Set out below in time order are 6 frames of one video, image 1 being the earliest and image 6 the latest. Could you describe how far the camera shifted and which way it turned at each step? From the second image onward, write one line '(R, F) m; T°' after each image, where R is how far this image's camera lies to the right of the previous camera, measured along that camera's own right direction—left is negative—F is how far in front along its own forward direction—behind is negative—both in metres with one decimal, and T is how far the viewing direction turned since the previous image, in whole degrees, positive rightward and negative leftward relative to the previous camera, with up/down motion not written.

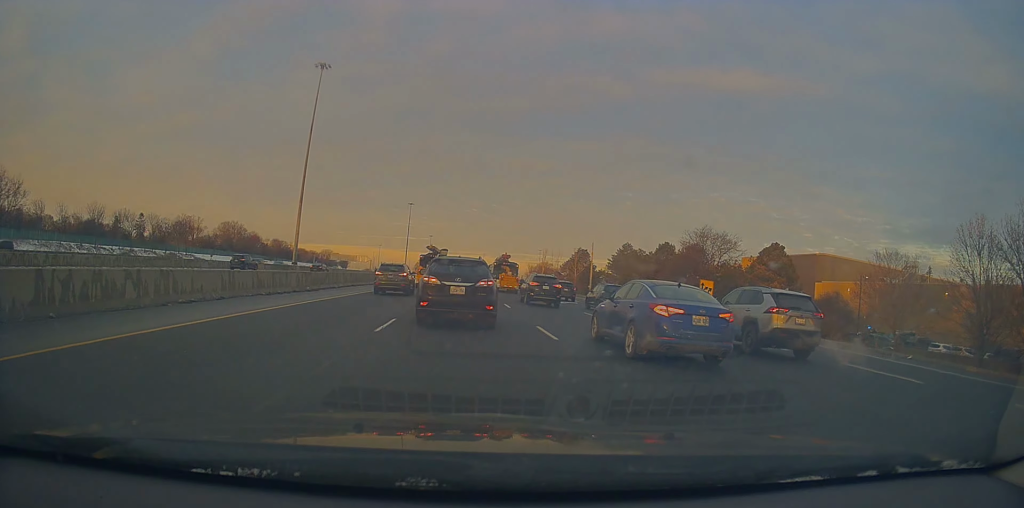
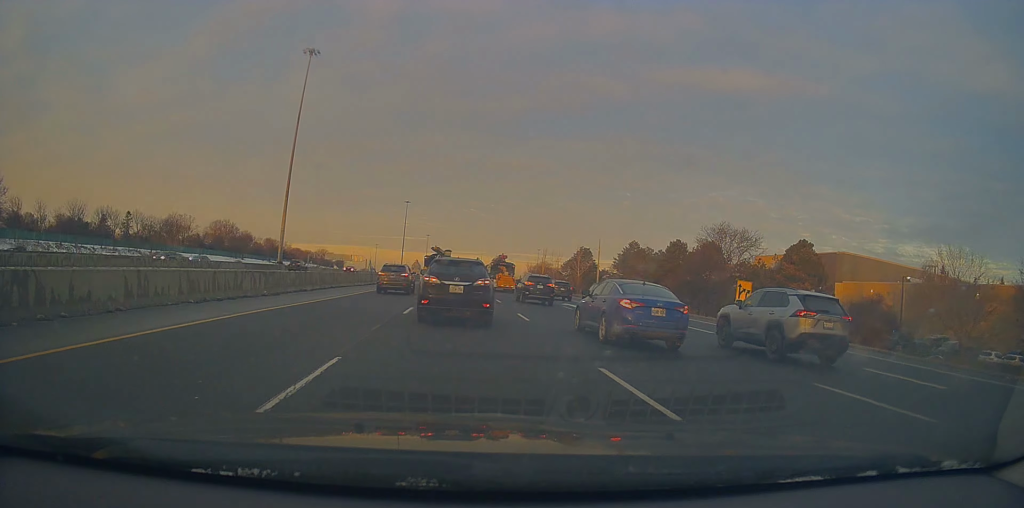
(+0.1, +6.4) m; -3°
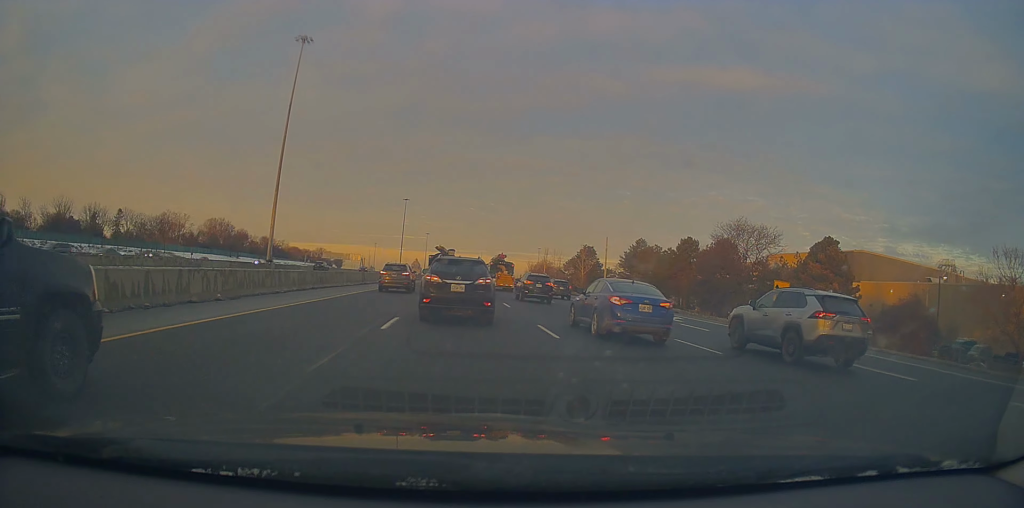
(-0.2, +4.6) m; 0°
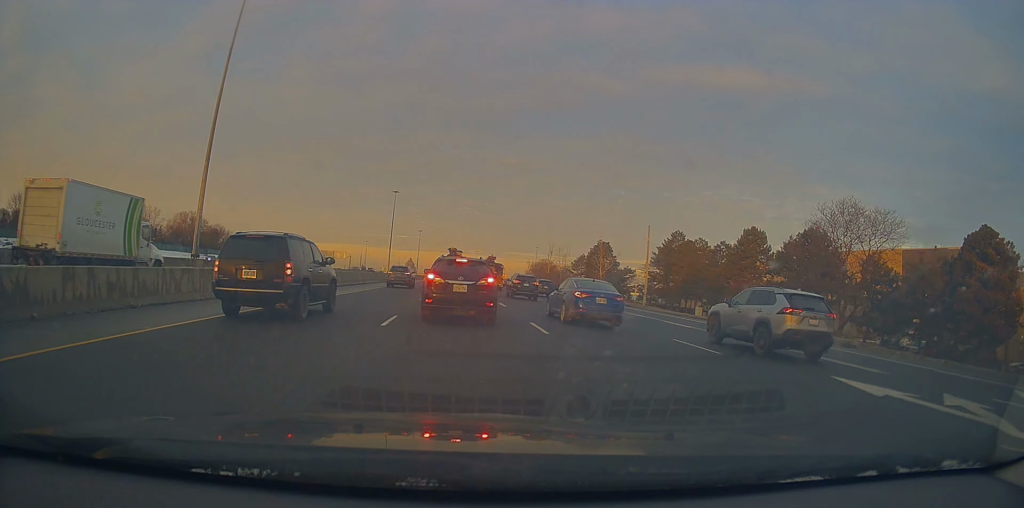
(+0.2, +23.2) m; 0°
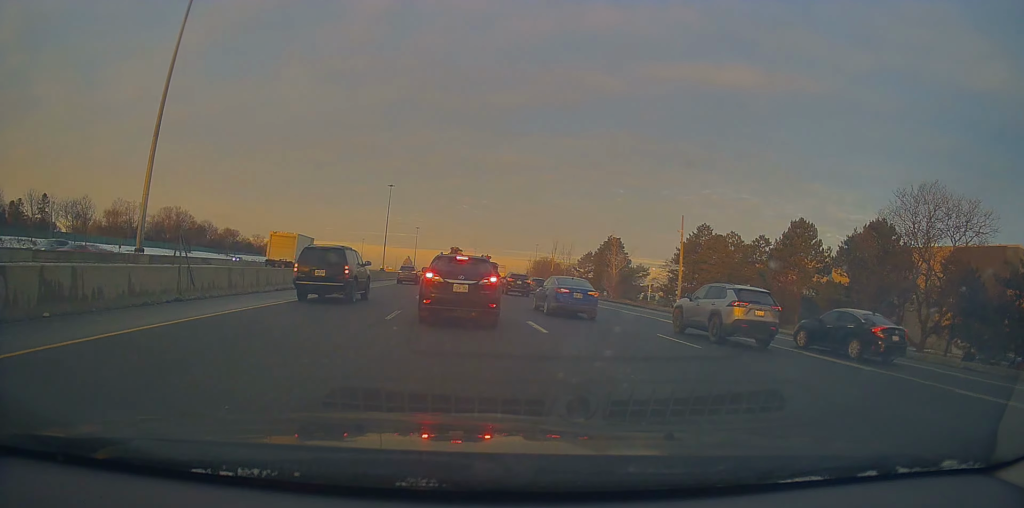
(-0.2, +11.7) m; +1°
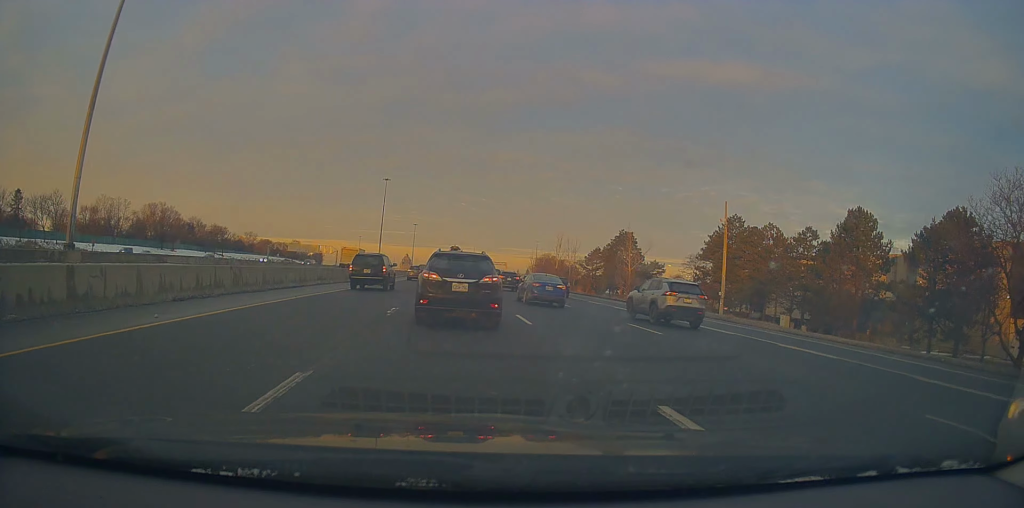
(+0.5, +11.1) m; +2°
